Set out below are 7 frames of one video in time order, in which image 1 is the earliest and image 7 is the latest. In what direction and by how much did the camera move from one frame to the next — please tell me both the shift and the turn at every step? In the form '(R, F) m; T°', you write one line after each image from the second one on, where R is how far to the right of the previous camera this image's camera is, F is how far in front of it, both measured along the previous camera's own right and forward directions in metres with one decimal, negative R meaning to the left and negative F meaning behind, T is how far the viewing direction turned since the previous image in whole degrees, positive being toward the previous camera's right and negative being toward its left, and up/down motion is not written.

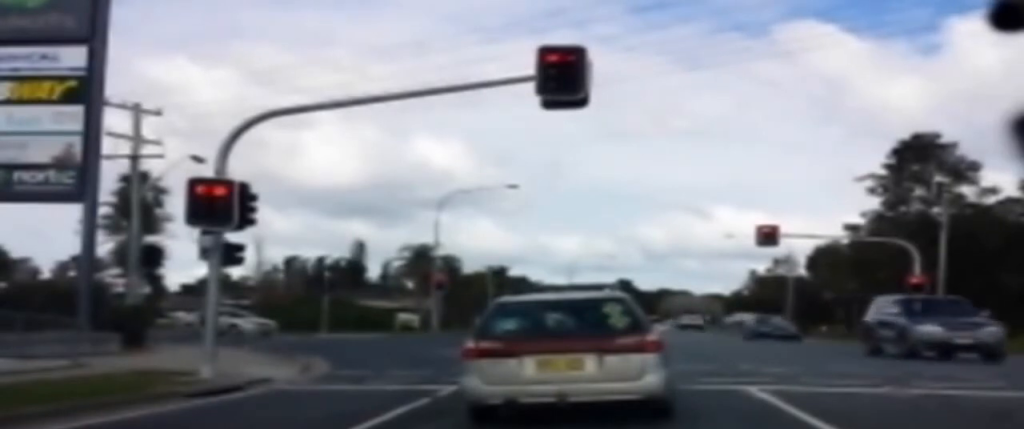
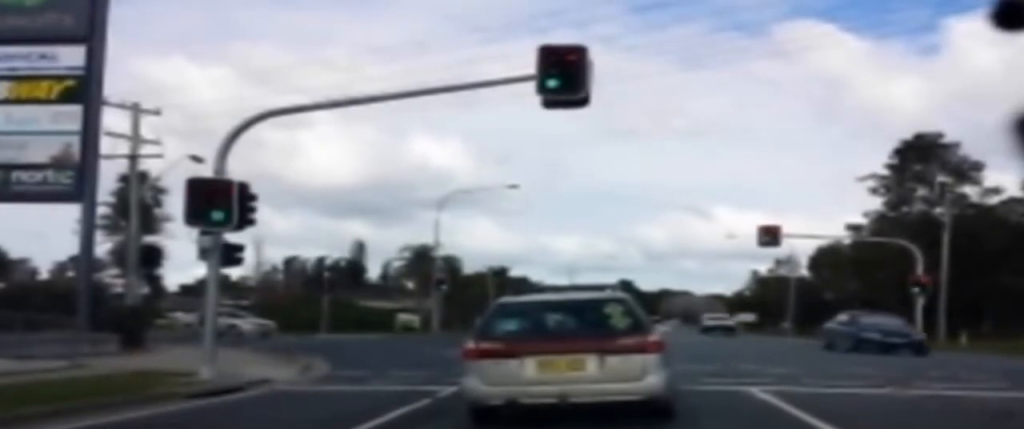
(0.0, 0.0) m; 0°
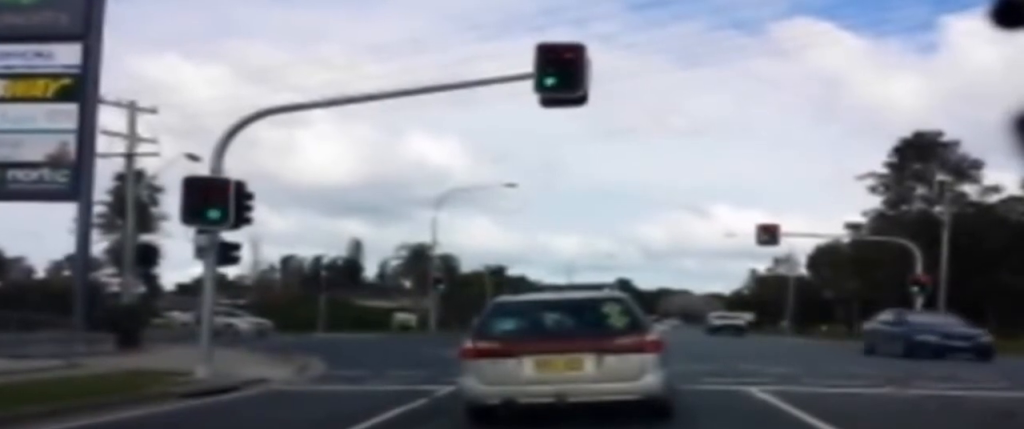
(0.0, 0.0) m; 0°
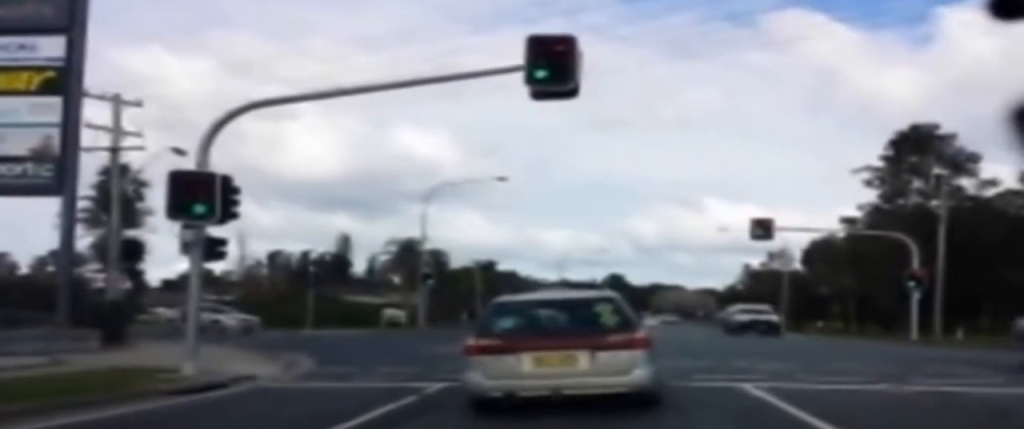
(0.0, +0.2) m; 0°
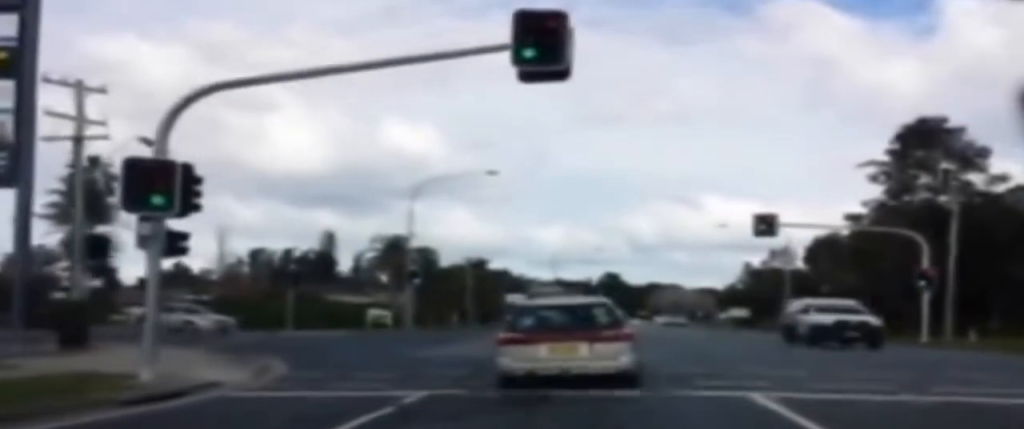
(0.0, +2.5) m; 0°
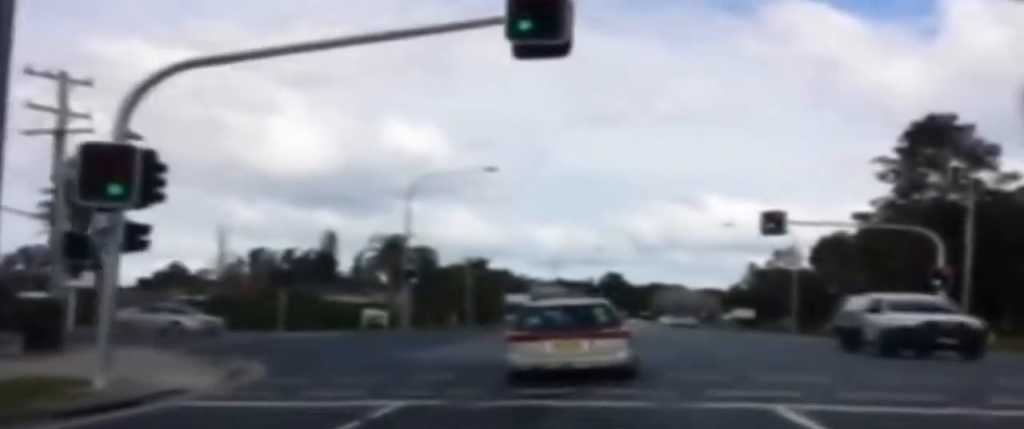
(0.0, +1.9) m; 0°
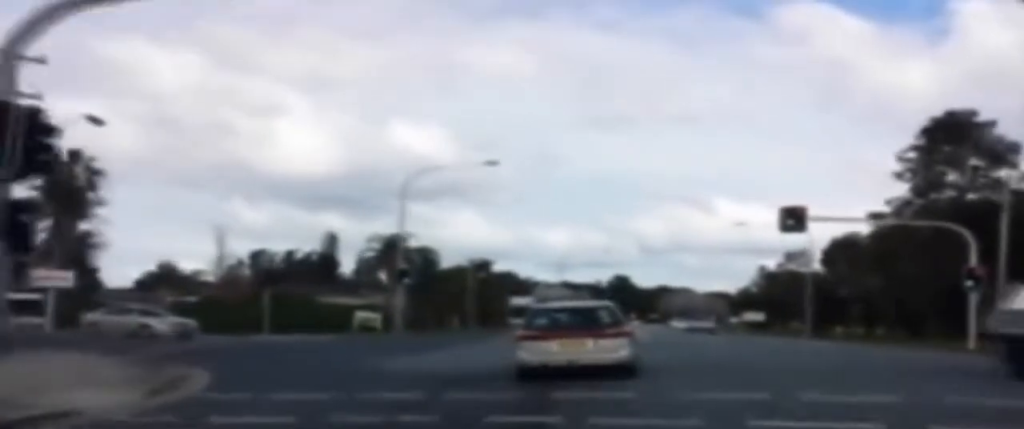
(0.0, +3.6) m; -1°
